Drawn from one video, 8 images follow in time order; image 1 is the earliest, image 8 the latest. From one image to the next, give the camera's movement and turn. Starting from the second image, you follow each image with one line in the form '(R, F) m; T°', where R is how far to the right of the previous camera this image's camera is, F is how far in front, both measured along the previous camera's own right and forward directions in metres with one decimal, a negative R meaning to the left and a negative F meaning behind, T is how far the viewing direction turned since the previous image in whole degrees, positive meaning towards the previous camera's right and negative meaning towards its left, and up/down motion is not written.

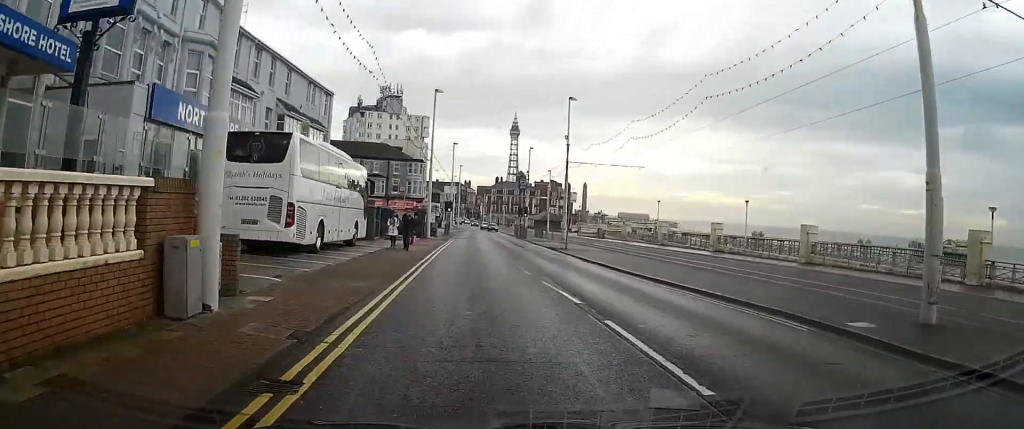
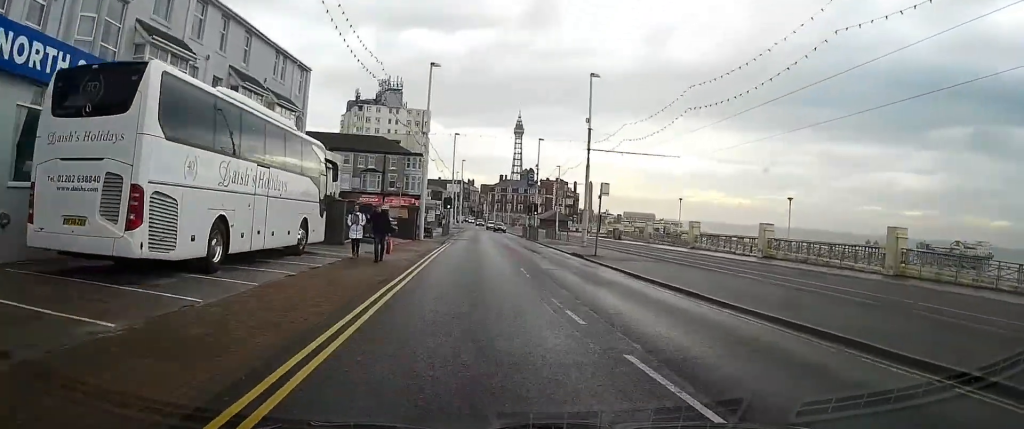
(0.0, +8.4) m; 0°
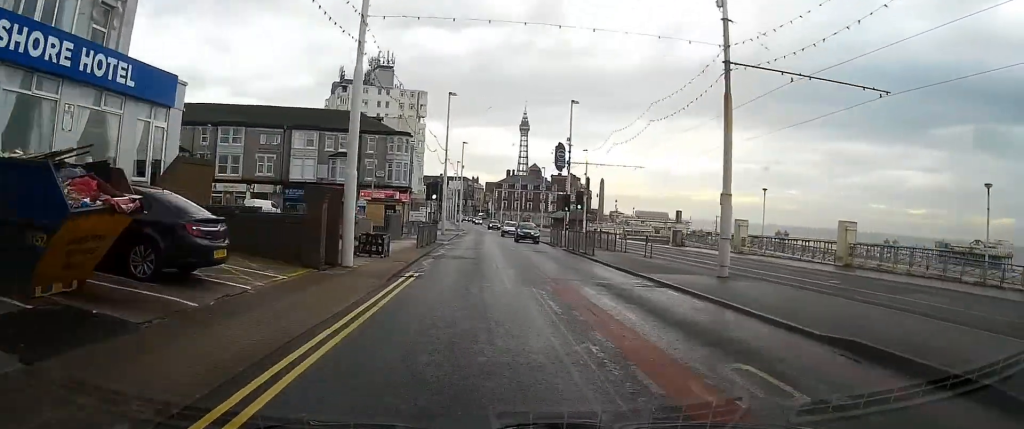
(-0.2, +23.7) m; -1°
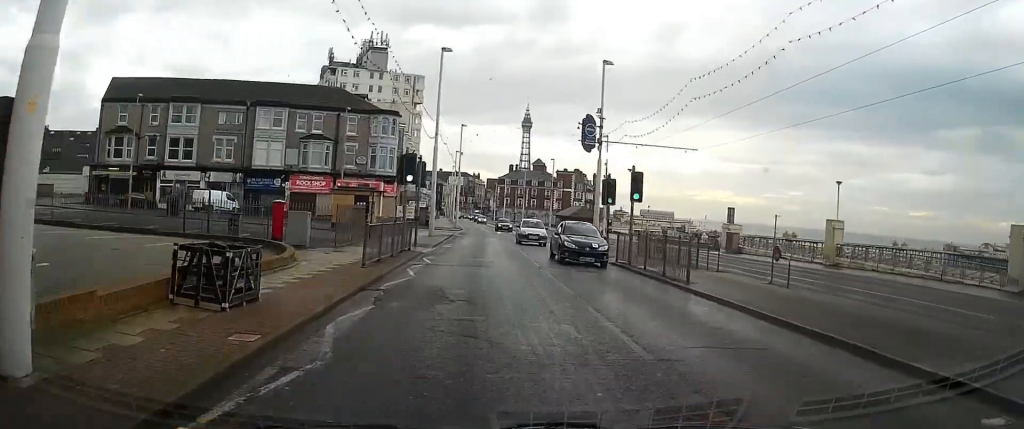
(+0.1, +12.9) m; 0°
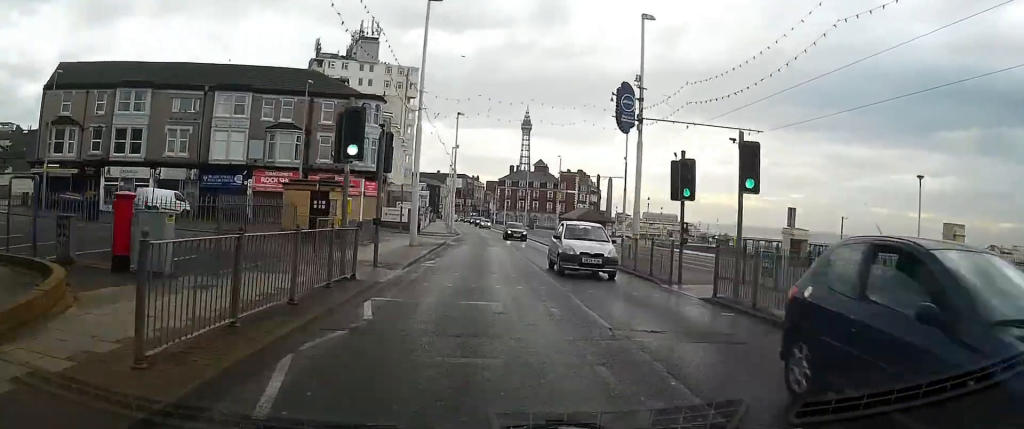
(0.0, +10.1) m; 0°
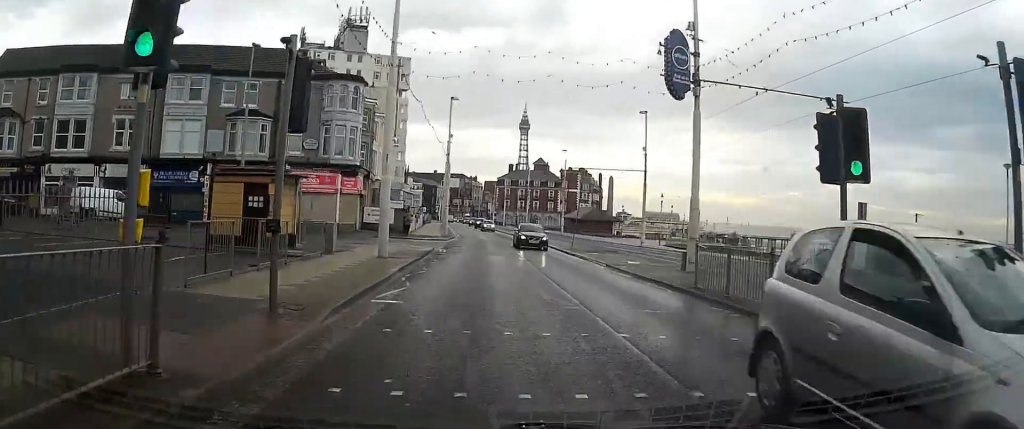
(0.0, +8.2) m; 0°
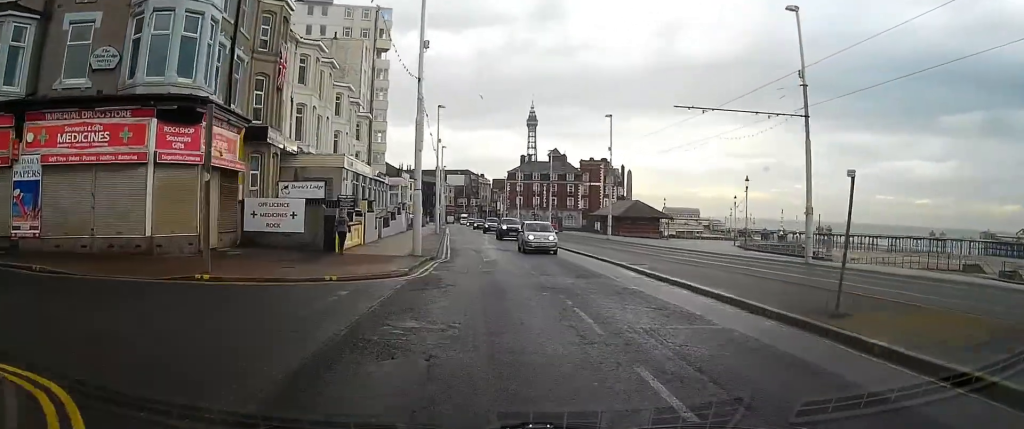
(-0.2, +27.4) m; -1°
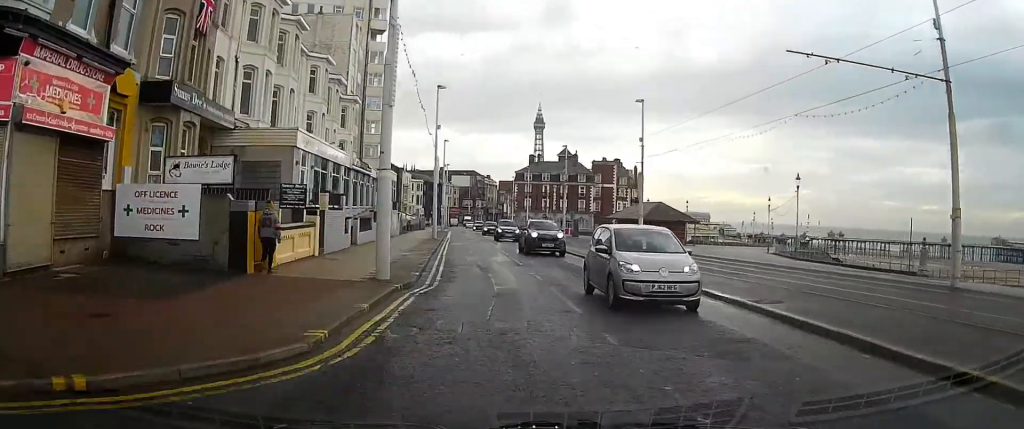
(-0.1, +9.6) m; 0°
